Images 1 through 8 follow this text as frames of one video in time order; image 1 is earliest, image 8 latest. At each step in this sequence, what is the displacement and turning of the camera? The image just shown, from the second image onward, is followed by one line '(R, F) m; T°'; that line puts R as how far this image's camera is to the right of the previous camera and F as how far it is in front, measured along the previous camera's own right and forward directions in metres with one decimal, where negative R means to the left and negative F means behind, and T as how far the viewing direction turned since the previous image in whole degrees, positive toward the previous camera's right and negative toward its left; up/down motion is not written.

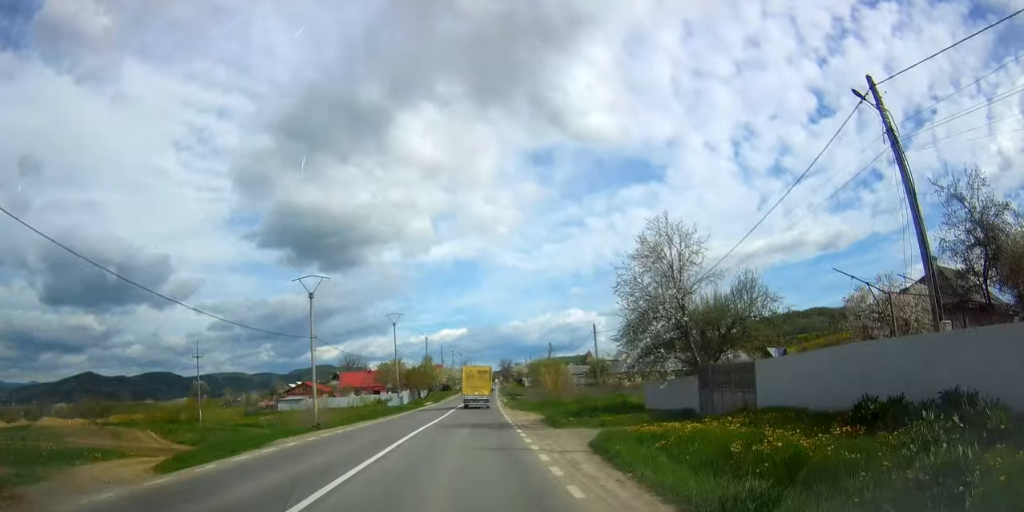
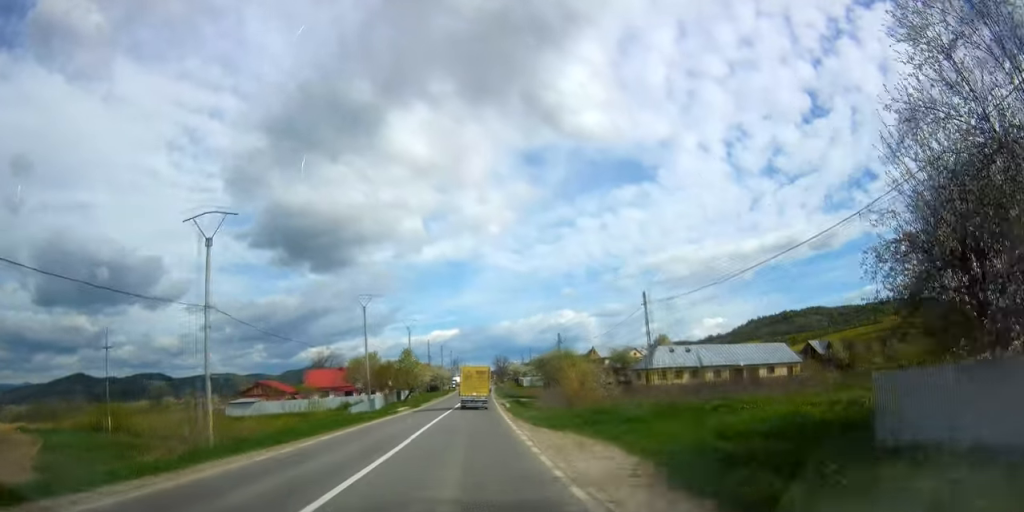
(-0.1, +18.4) m; +1°
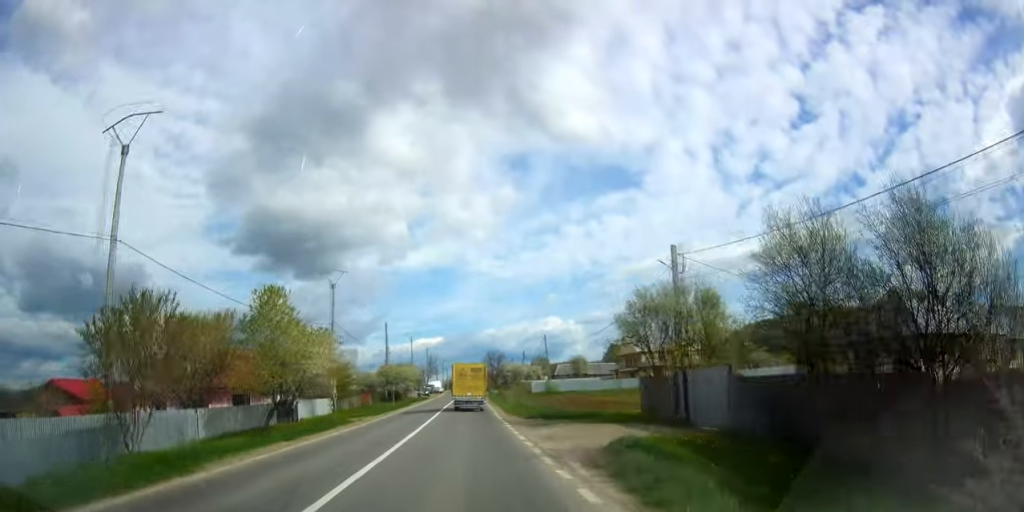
(+0.7, +48.6) m; +1°
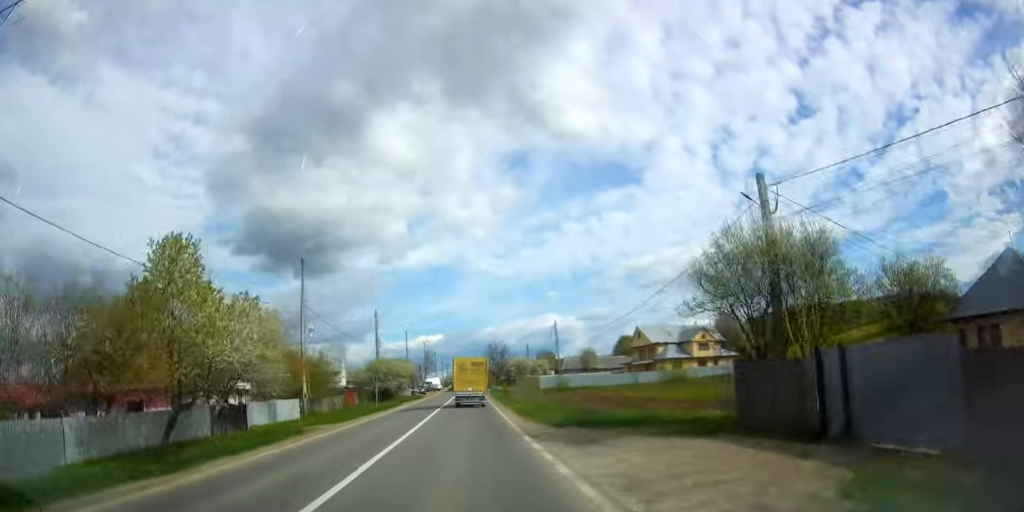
(+0.1, +9.7) m; 0°
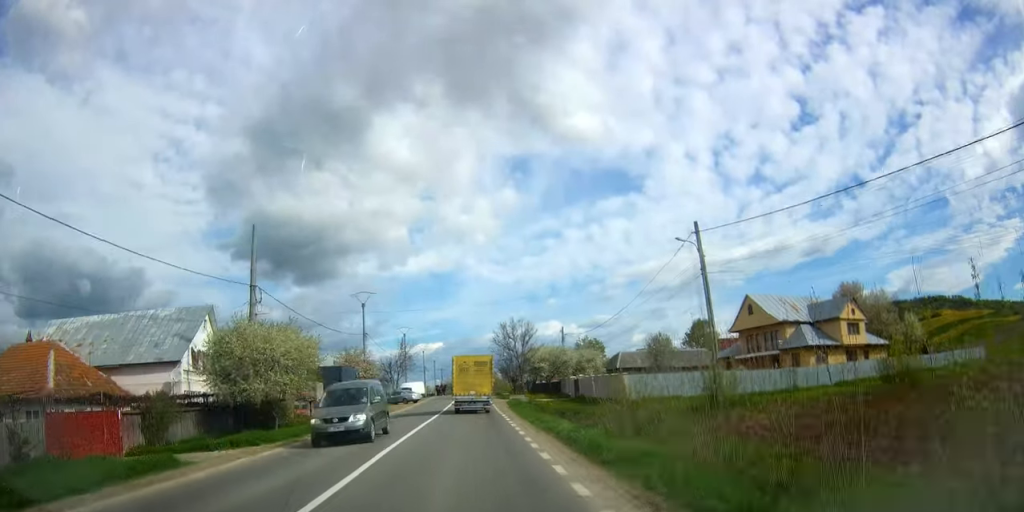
(+0.7, +46.8) m; +1°
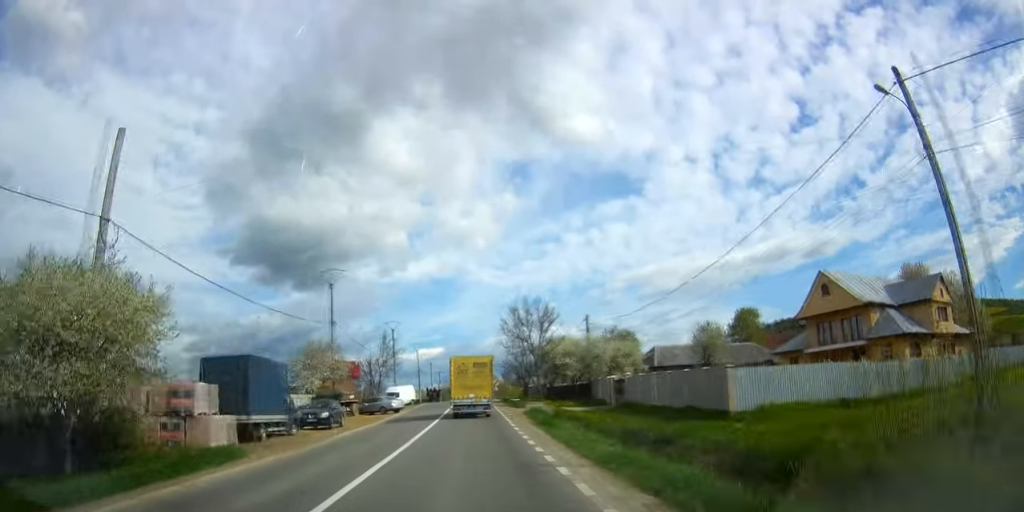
(+0.1, +16.5) m; 0°
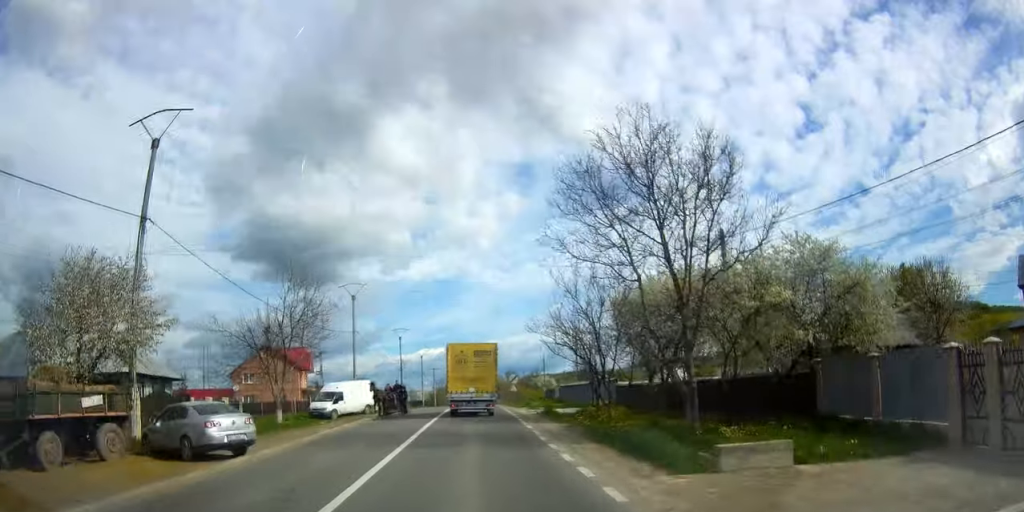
(-0.1, +33.3) m; 0°
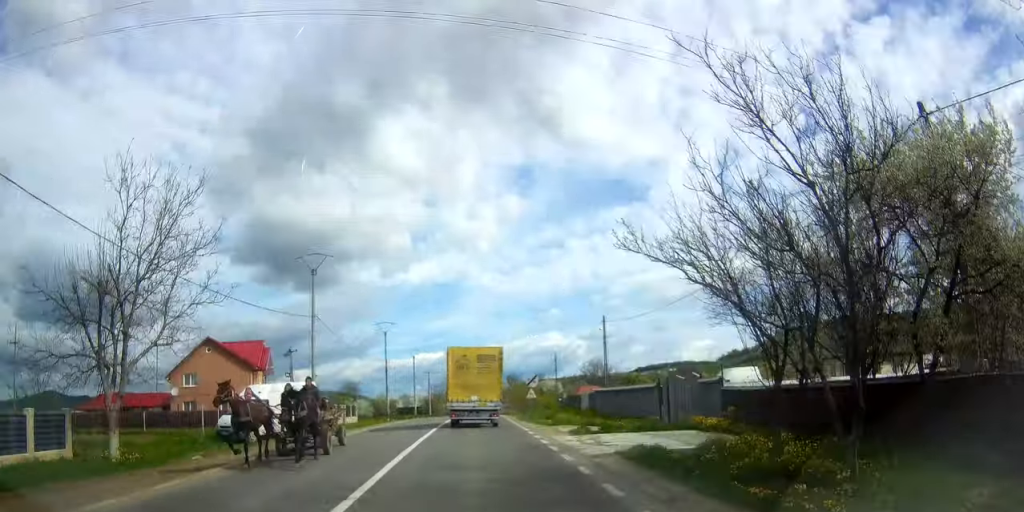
(0.0, +15.7) m; 0°
